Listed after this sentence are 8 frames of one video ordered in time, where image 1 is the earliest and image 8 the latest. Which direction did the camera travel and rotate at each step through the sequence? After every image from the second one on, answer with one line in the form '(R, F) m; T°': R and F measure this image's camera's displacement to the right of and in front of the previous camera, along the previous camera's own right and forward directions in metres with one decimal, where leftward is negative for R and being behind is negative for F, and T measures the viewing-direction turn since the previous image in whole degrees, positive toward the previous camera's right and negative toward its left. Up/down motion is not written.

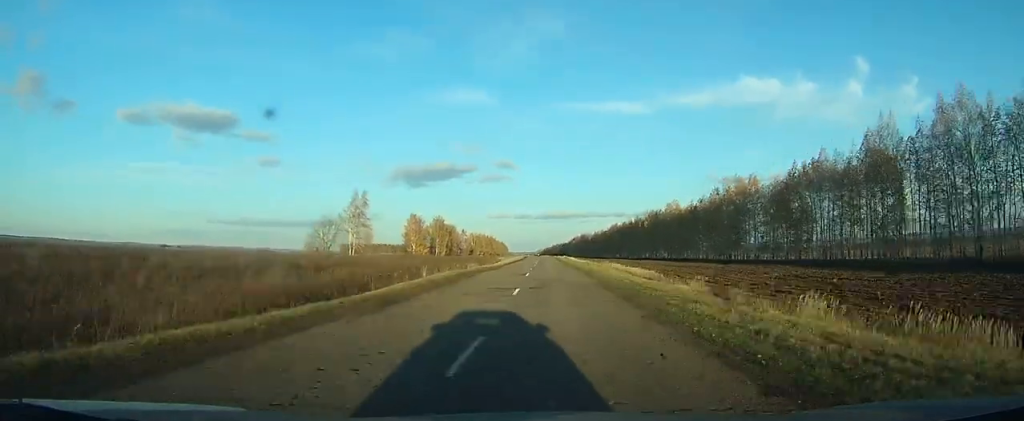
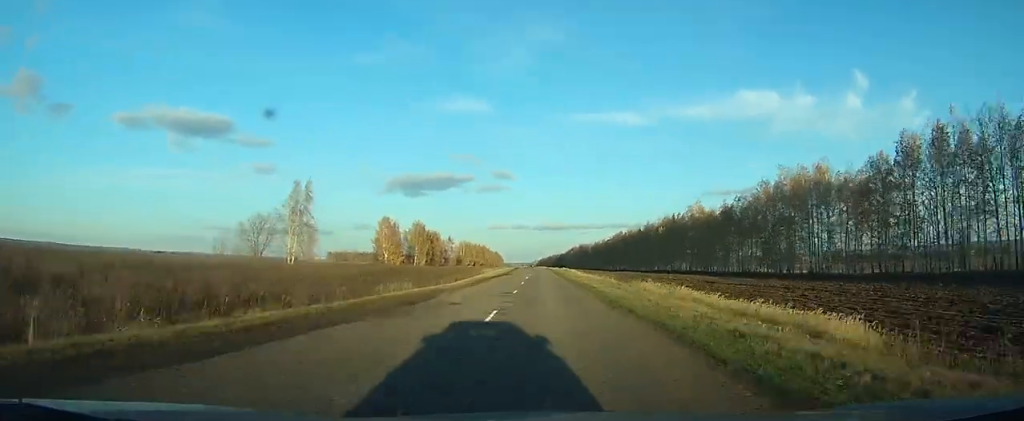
(+0.2, +28.9) m; 0°
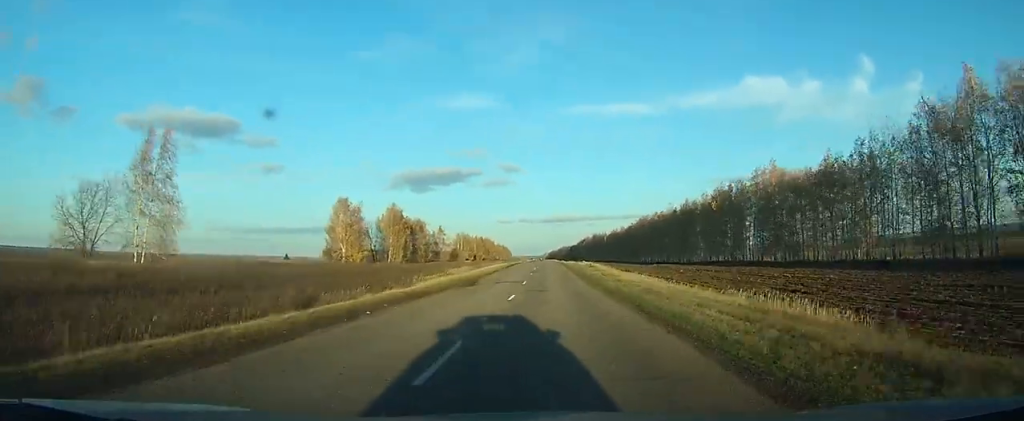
(-0.2, +41.2) m; -1°
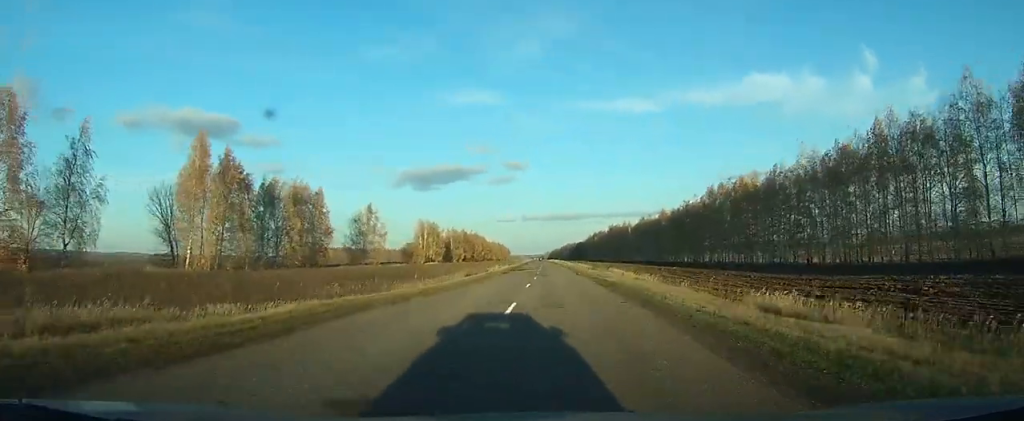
(-0.4, +91.1) m; 0°
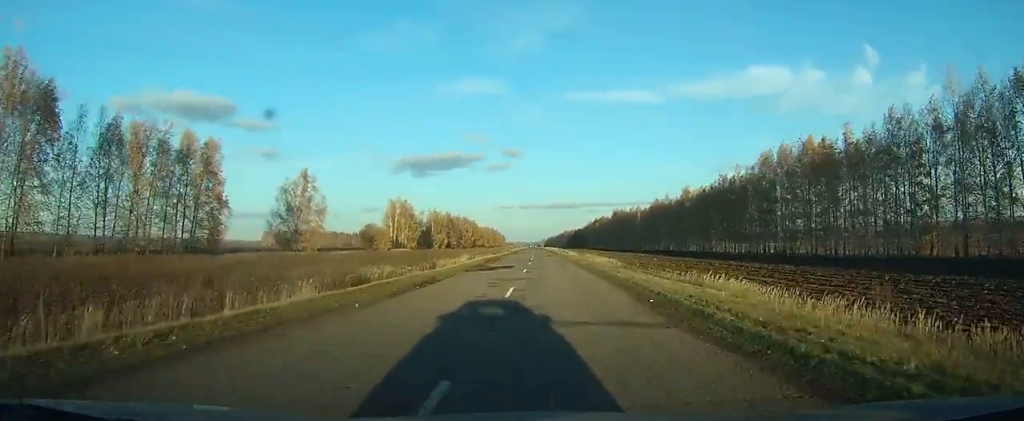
(0.0, +34.0) m; 0°
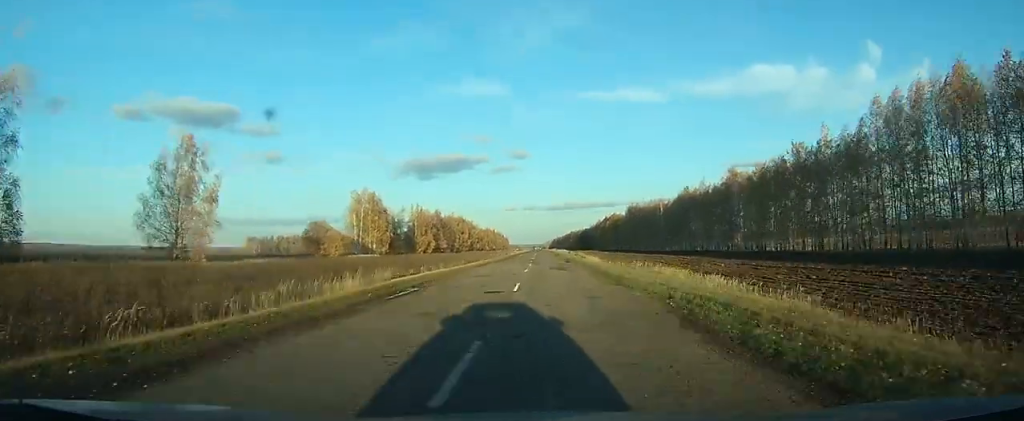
(0.0, +33.4) m; 0°
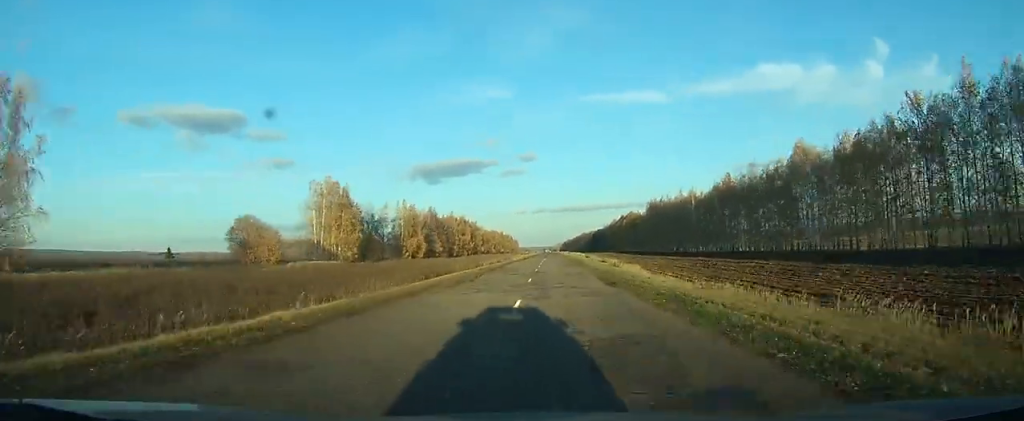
(-0.1, +26.1) m; 0°
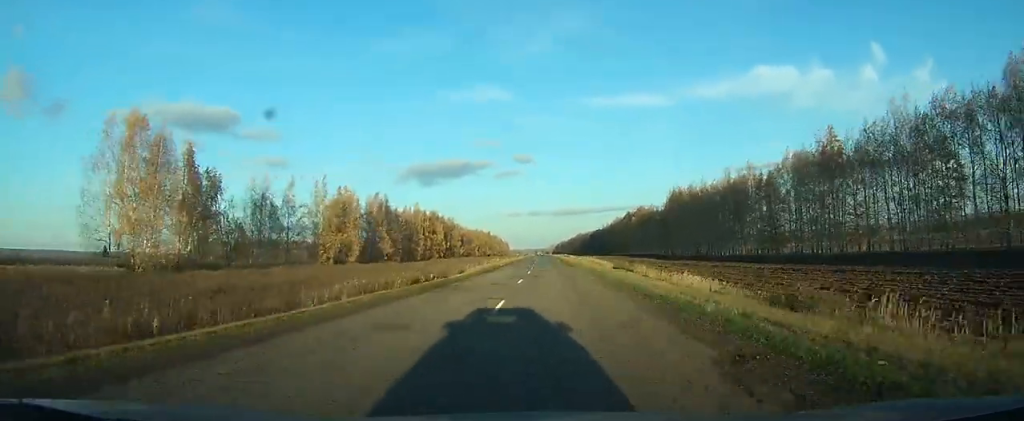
(-0.2, +47.7) m; 0°
